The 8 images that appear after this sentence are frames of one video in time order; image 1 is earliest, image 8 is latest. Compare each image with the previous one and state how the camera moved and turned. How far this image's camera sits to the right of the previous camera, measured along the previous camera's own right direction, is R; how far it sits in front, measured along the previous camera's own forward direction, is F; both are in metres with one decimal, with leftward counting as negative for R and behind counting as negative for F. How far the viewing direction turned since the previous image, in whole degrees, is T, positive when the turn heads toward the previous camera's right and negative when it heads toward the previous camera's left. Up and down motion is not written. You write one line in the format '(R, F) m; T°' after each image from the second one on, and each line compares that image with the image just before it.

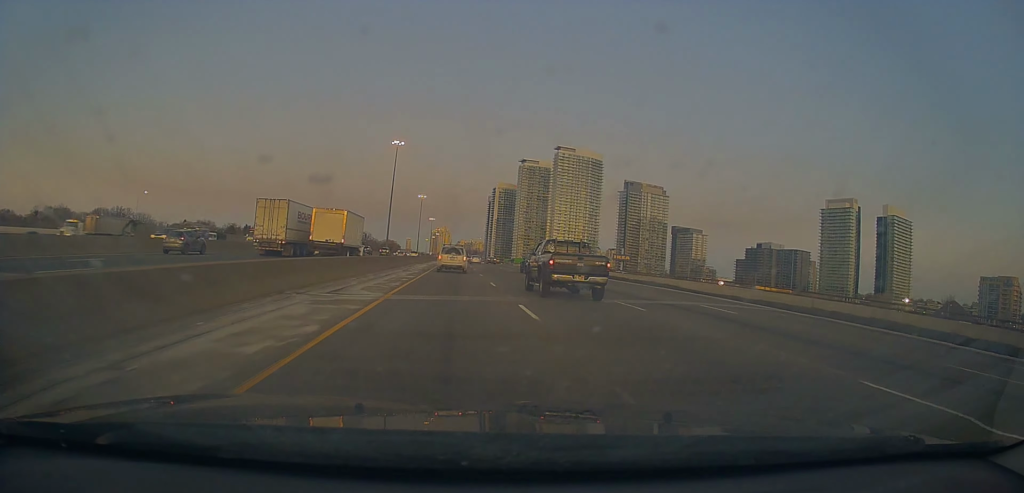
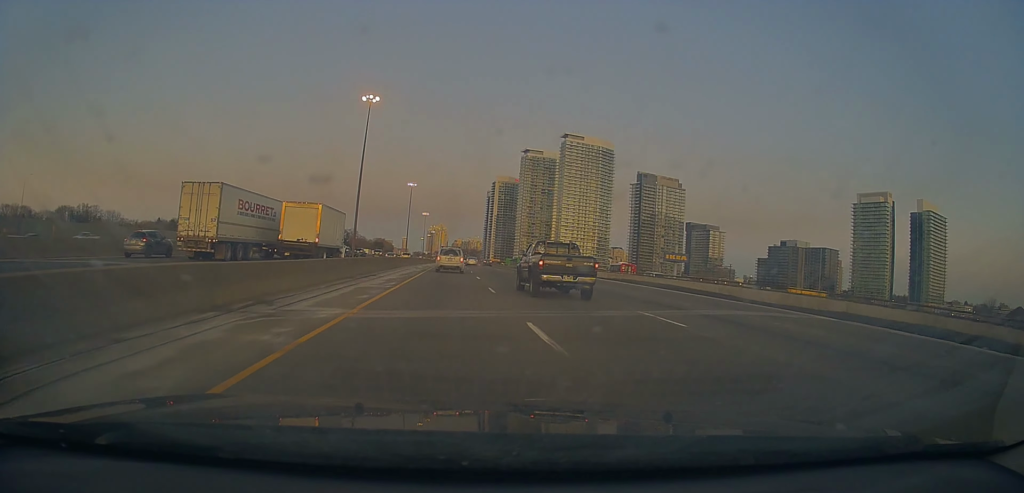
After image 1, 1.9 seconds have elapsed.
(+1.0, +51.8) m; 0°
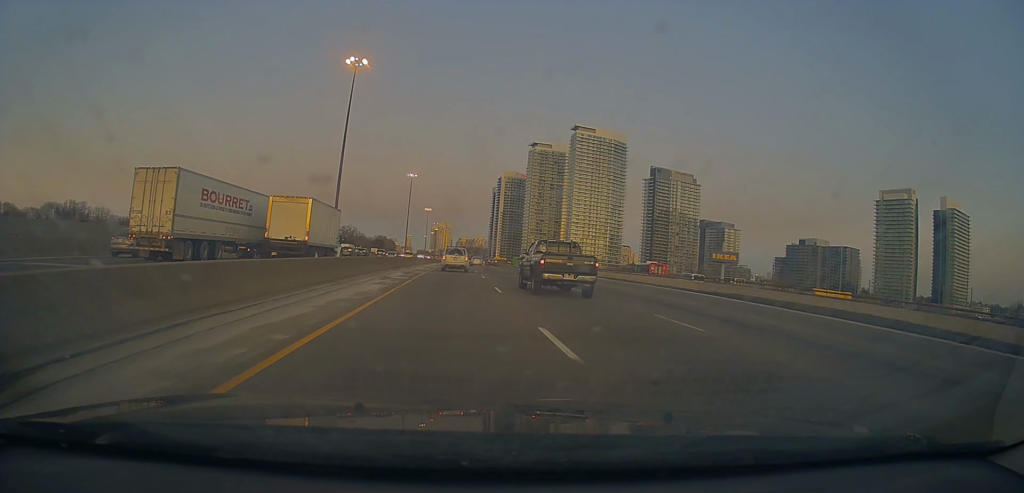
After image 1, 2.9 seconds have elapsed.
(-0.4, +25.0) m; 0°
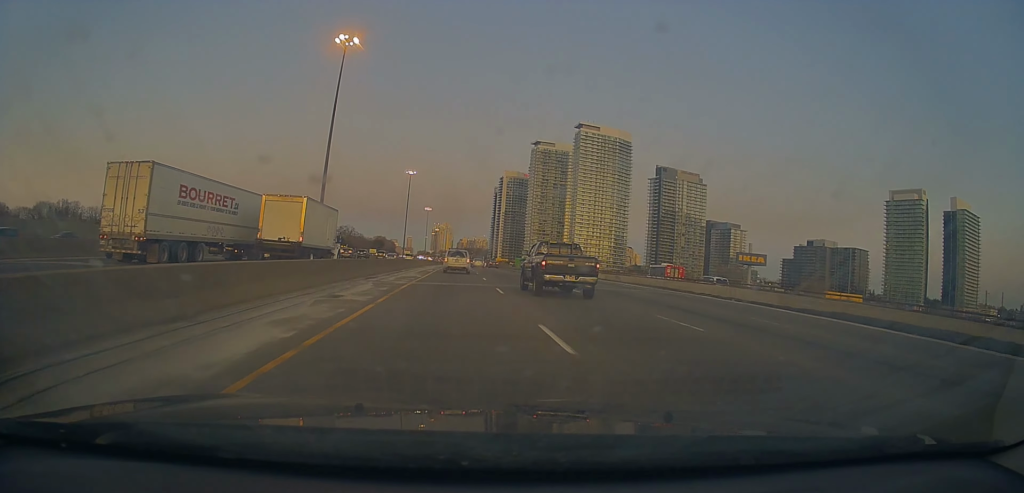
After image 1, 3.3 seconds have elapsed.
(0.0, +11.6) m; 0°
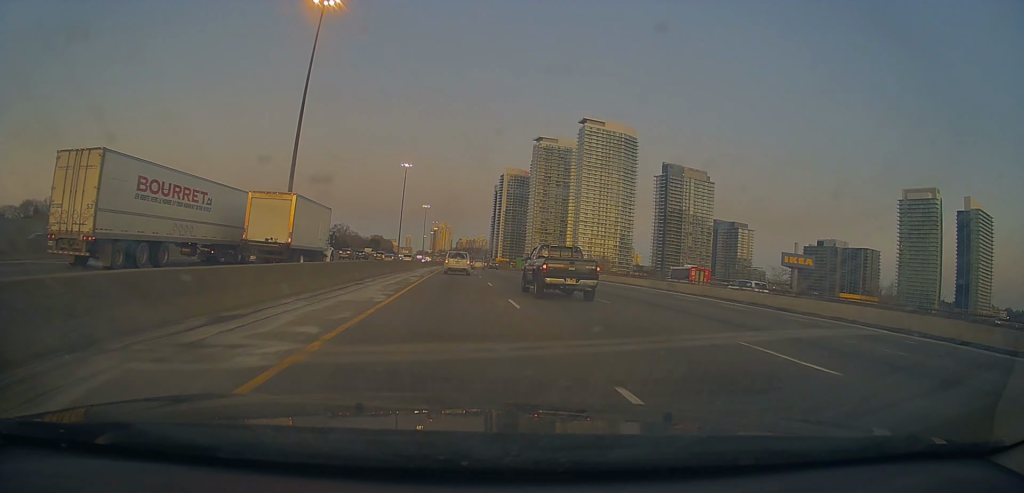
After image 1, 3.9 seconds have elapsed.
(+0.4, +17.0) m; 0°
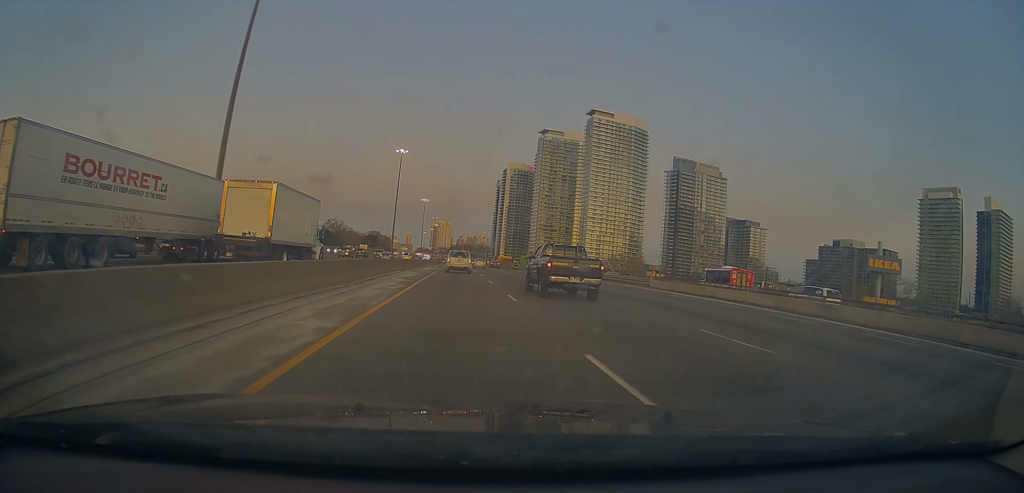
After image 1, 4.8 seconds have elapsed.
(-0.3, +22.3) m; -1°
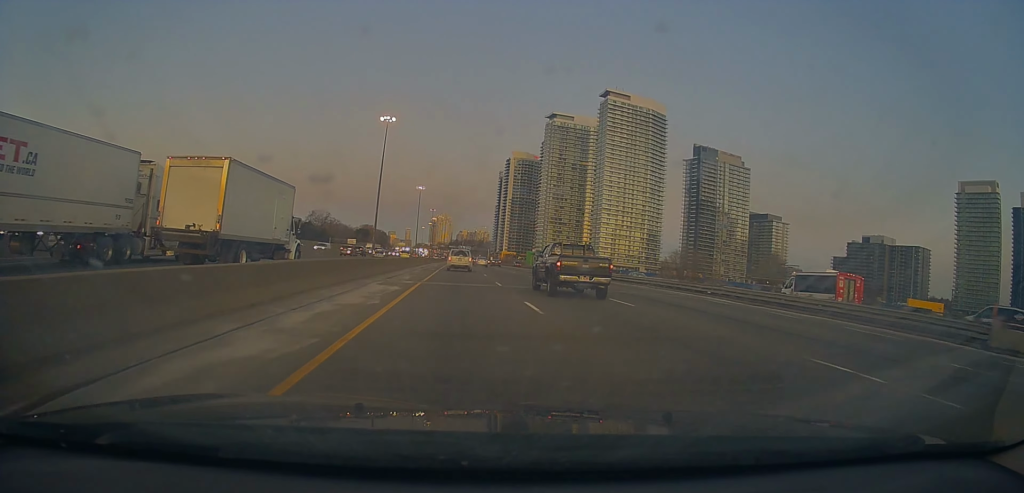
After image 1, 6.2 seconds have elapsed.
(0.0, +39.7) m; +1°
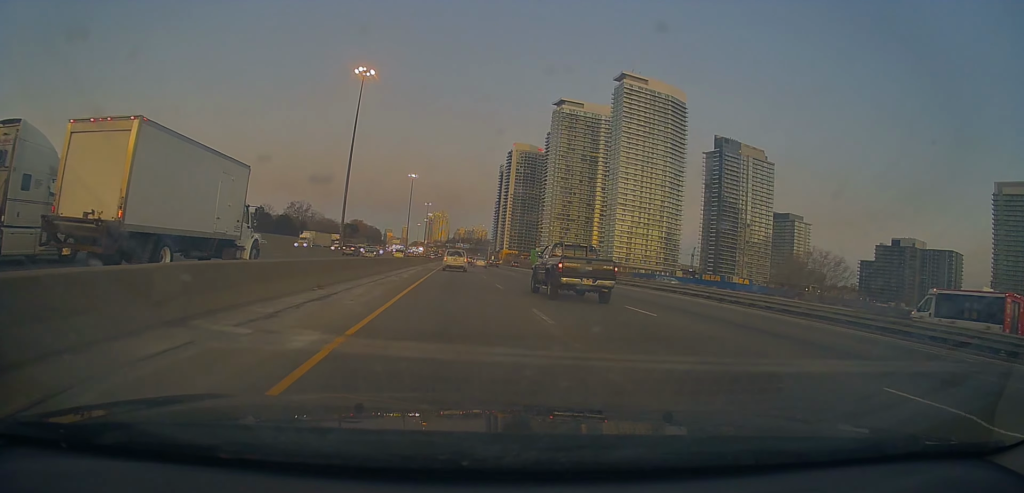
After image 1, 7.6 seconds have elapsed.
(+0.2, +38.2) m; -1°
